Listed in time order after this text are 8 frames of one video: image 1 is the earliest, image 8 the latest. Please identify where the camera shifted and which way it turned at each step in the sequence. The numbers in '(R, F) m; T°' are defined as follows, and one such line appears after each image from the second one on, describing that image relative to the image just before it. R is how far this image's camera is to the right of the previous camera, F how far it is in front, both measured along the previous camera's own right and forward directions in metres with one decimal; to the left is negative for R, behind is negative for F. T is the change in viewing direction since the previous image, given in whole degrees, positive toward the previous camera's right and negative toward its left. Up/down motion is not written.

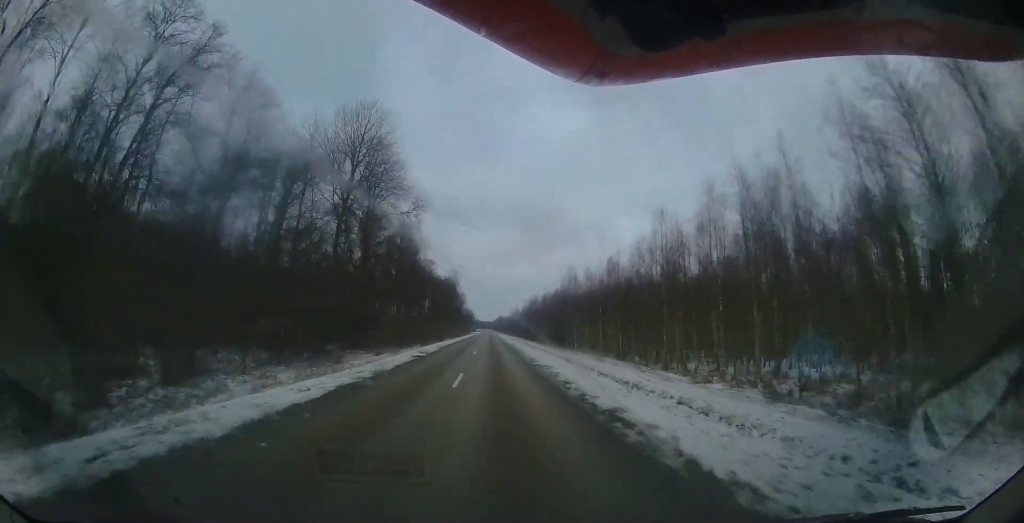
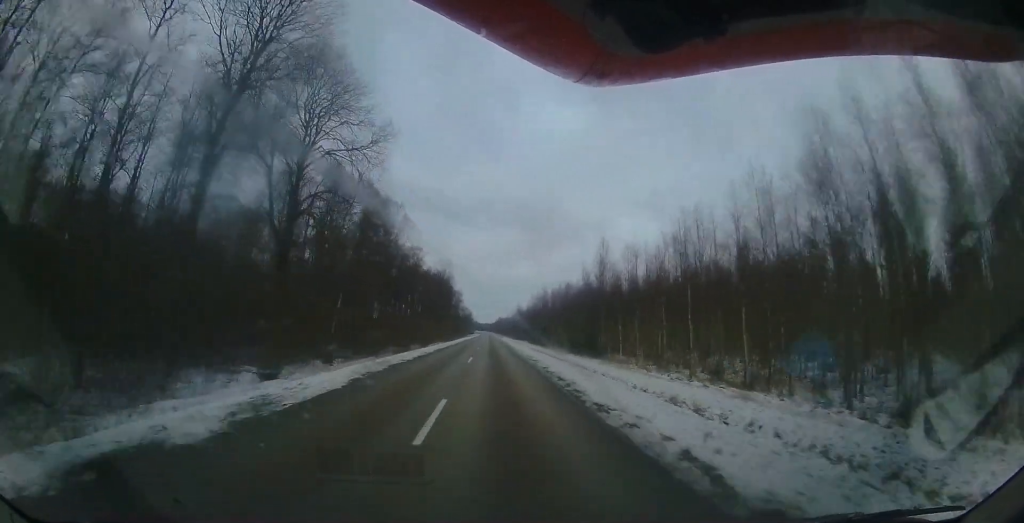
(0.0, +17.2) m; -1°
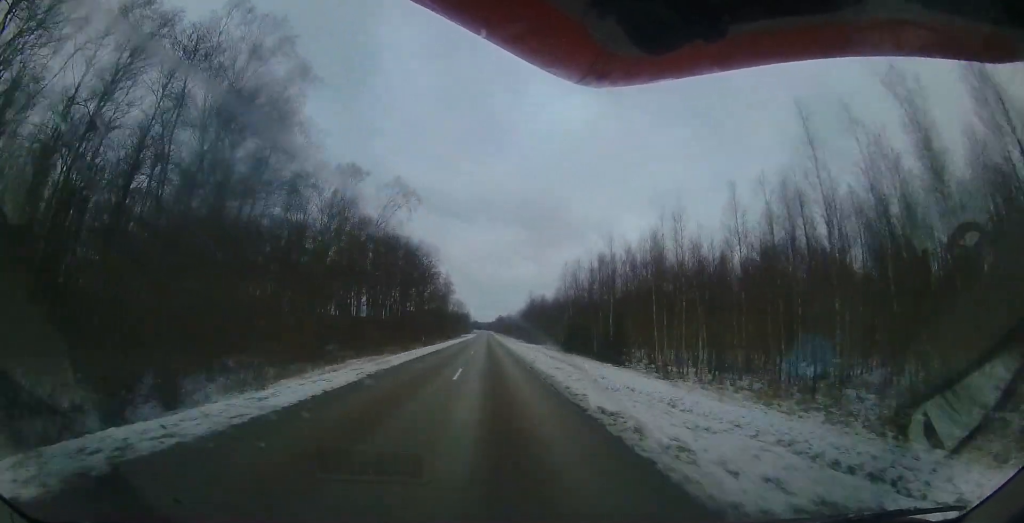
(+0.1, +42.3) m; +1°
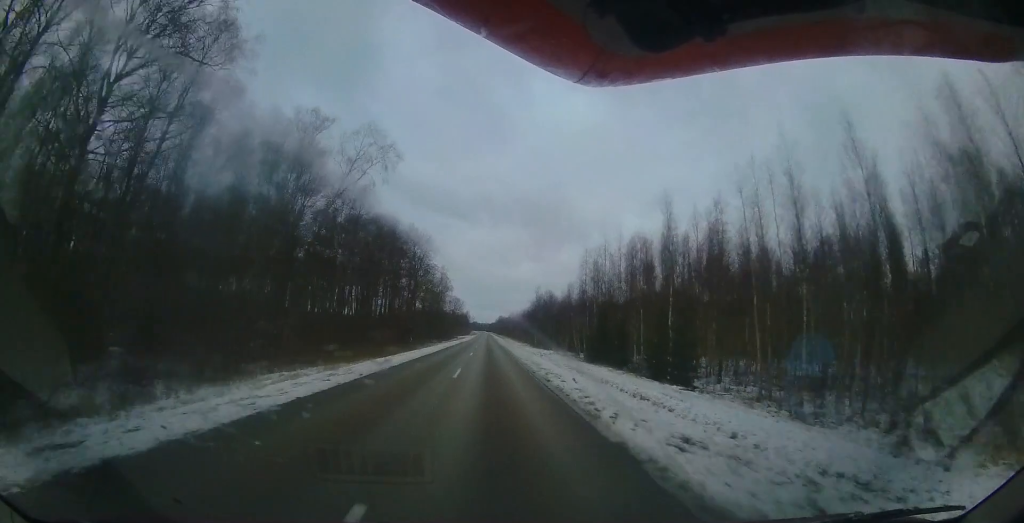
(+0.2, +11.3) m; 0°
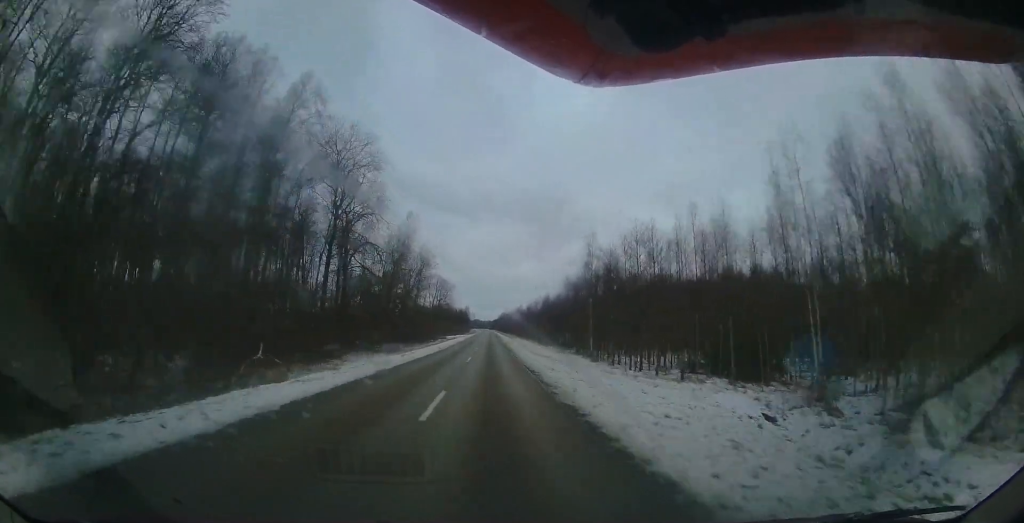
(-0.3, +41.8) m; -1°
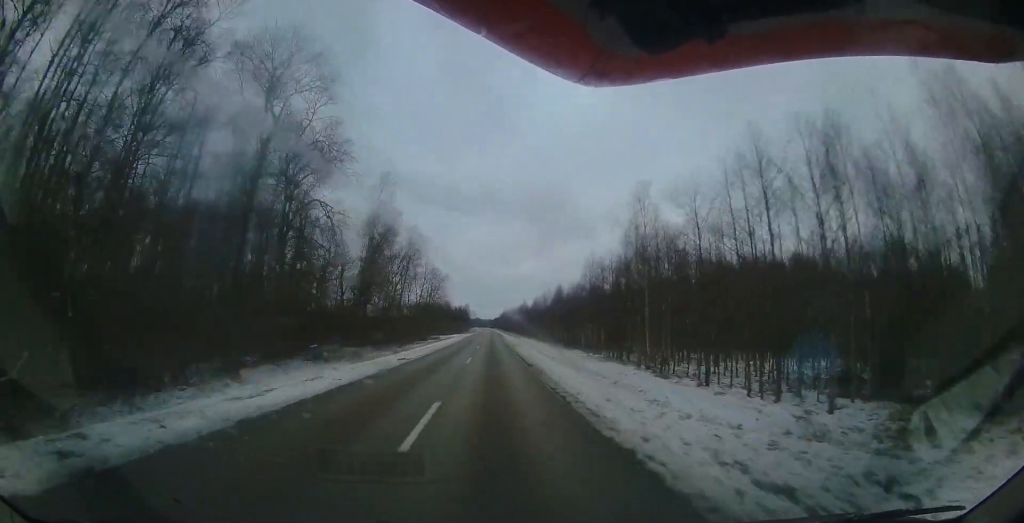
(0.0, +13.6) m; 0°
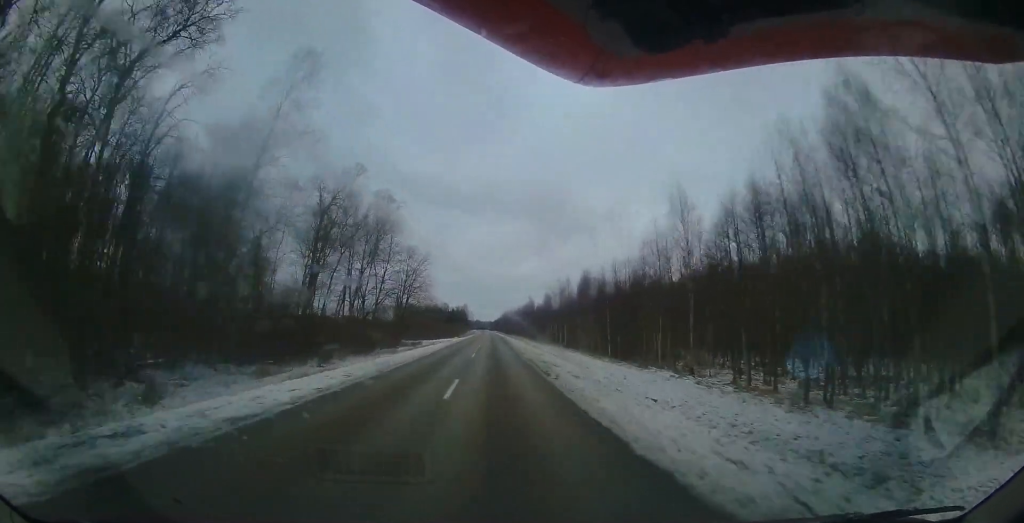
(-0.4, +20.4) m; 0°
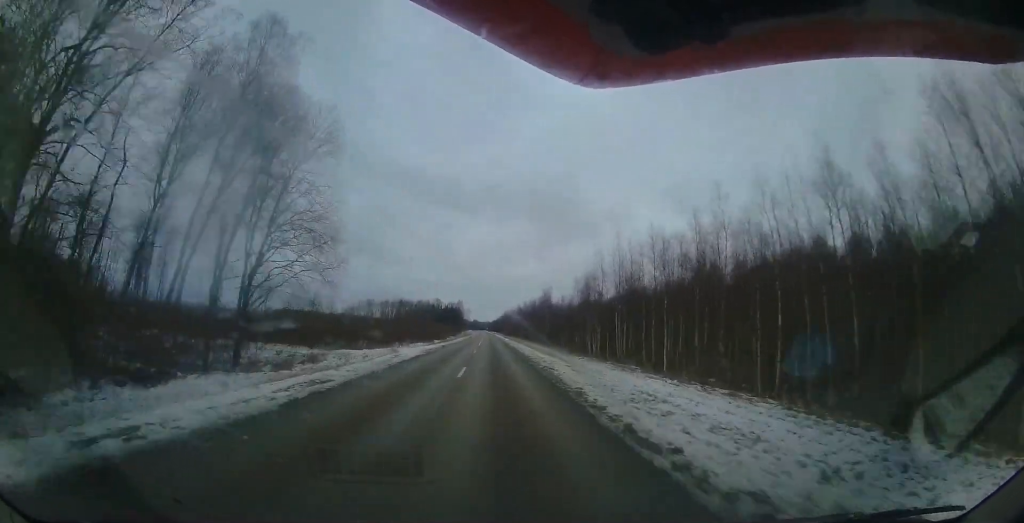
(+0.5, +32.8) m; 0°
